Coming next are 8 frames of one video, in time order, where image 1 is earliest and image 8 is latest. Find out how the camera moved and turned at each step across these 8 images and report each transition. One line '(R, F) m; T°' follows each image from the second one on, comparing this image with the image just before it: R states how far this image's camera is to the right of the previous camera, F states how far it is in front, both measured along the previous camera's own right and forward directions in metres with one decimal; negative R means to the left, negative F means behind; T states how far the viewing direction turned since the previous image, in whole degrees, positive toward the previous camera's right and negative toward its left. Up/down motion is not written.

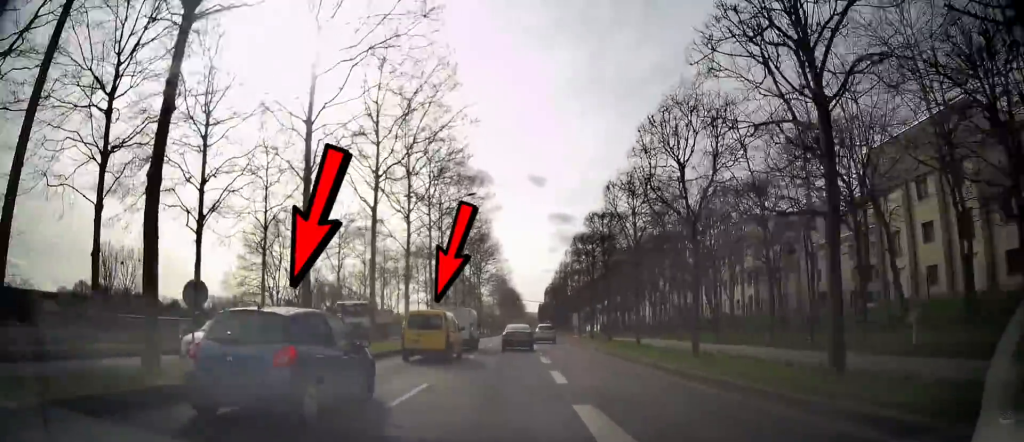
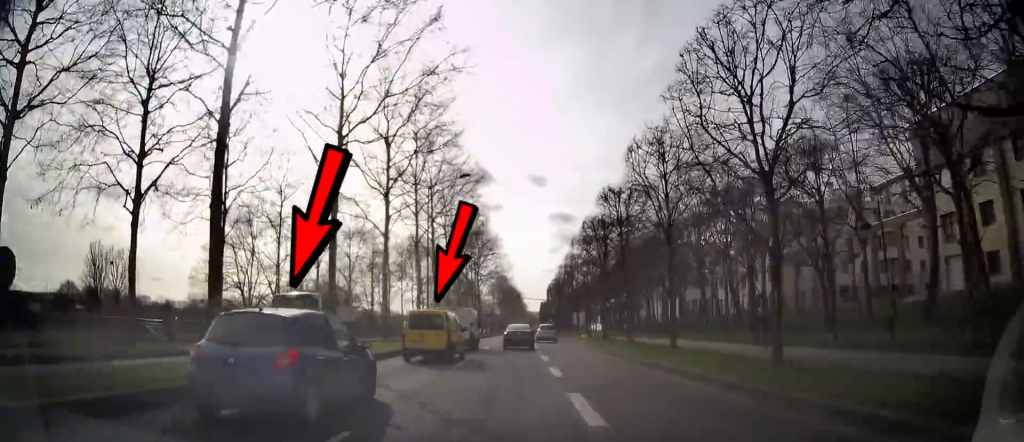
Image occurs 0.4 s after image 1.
(0.0, +5.6) m; 0°
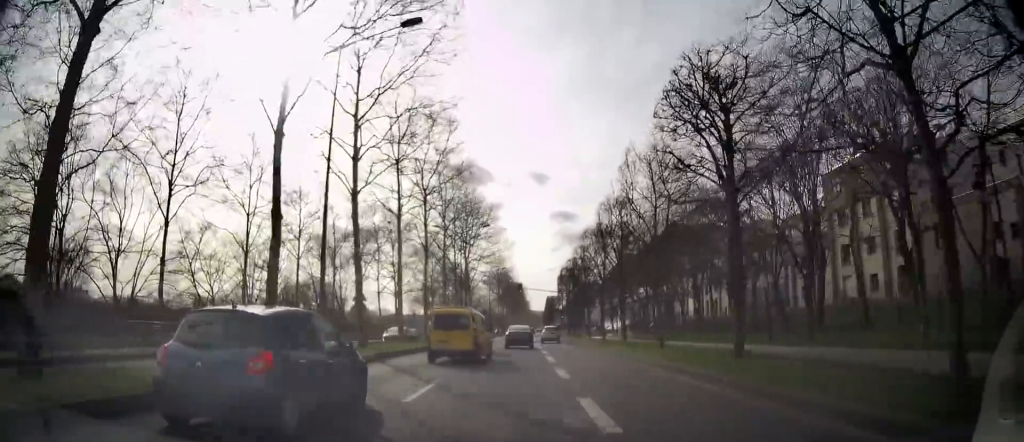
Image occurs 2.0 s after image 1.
(-0.1, +20.5) m; -1°
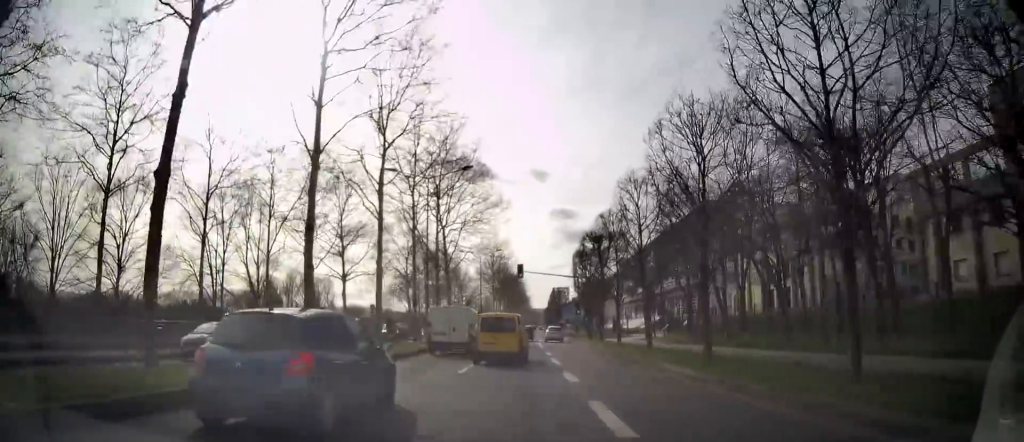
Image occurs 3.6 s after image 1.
(+0.1, +19.8) m; +1°
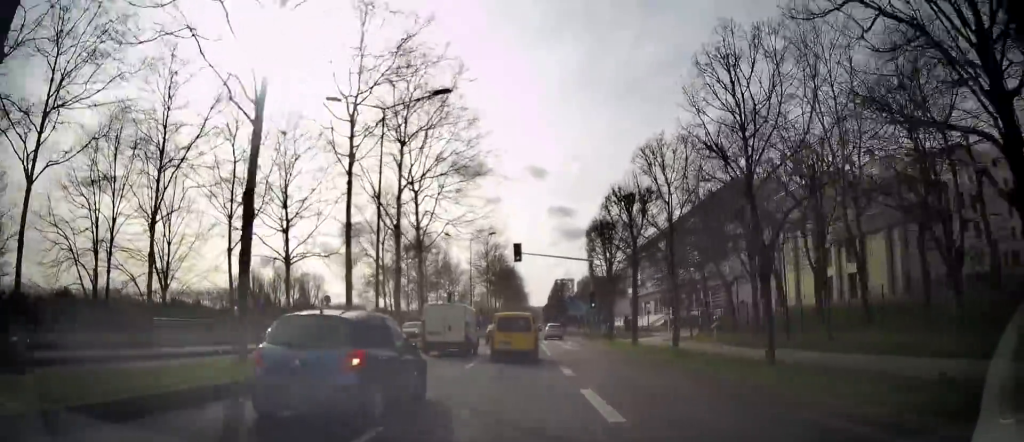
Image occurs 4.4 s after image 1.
(+0.1, +11.6) m; 0°
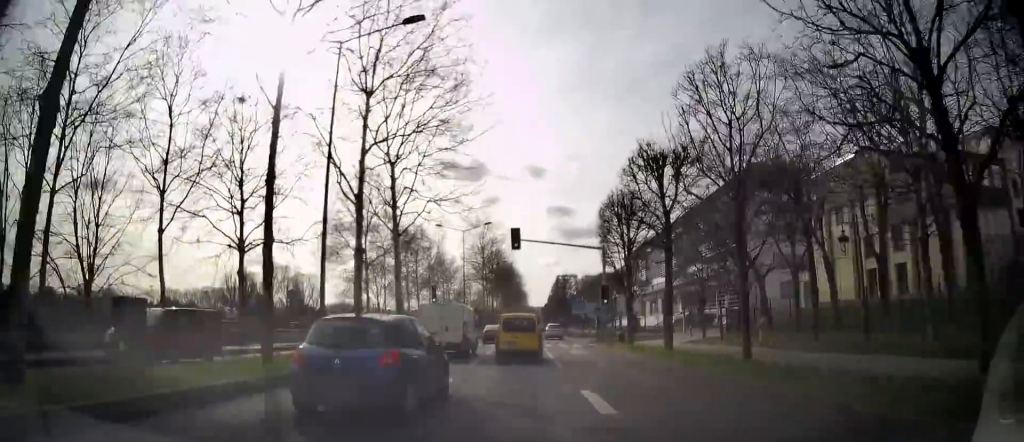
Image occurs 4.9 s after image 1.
(0.0, +5.8) m; 0°
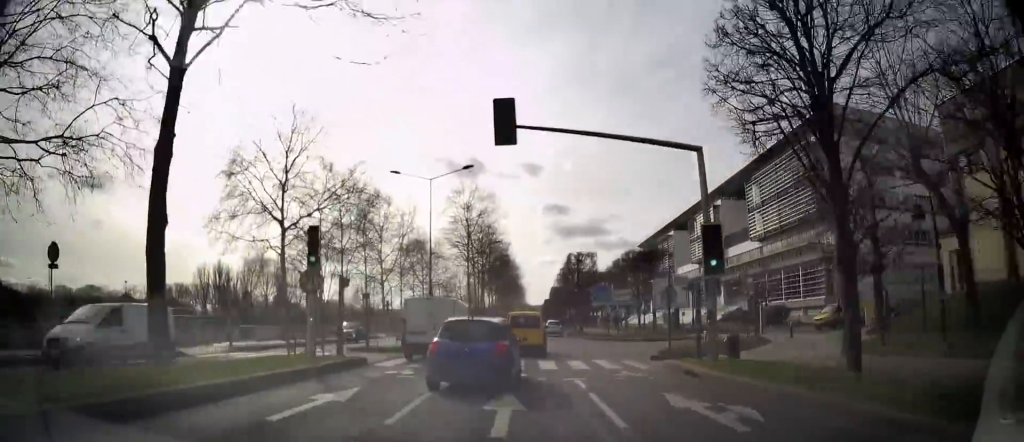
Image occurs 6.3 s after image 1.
(-0.2, +19.1) m; -1°
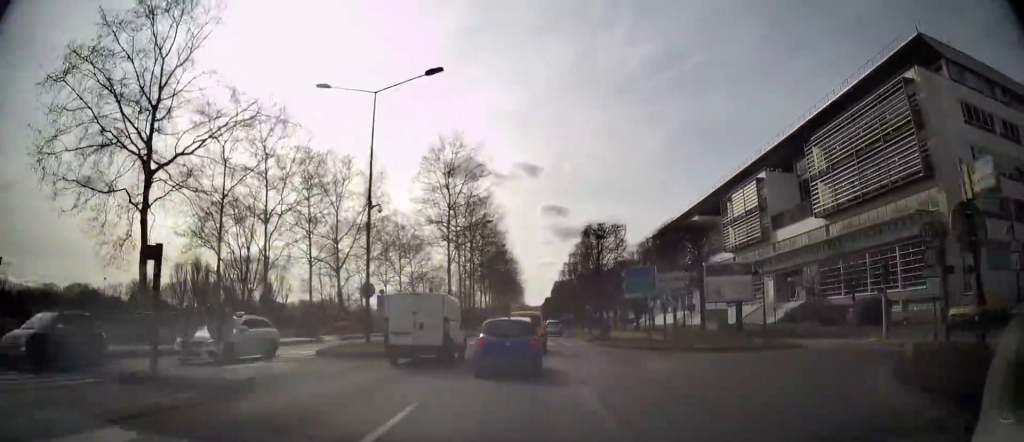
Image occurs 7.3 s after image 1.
(0.0, +14.6) m; 0°
